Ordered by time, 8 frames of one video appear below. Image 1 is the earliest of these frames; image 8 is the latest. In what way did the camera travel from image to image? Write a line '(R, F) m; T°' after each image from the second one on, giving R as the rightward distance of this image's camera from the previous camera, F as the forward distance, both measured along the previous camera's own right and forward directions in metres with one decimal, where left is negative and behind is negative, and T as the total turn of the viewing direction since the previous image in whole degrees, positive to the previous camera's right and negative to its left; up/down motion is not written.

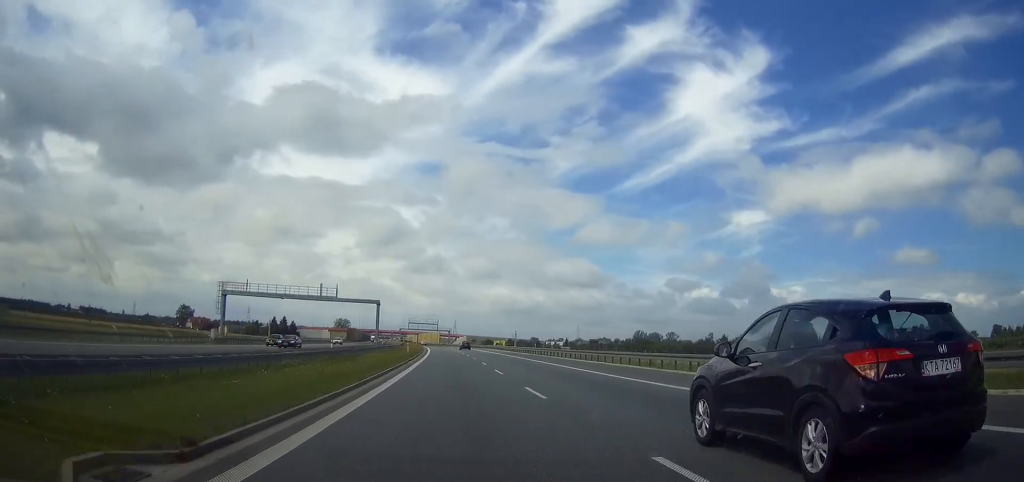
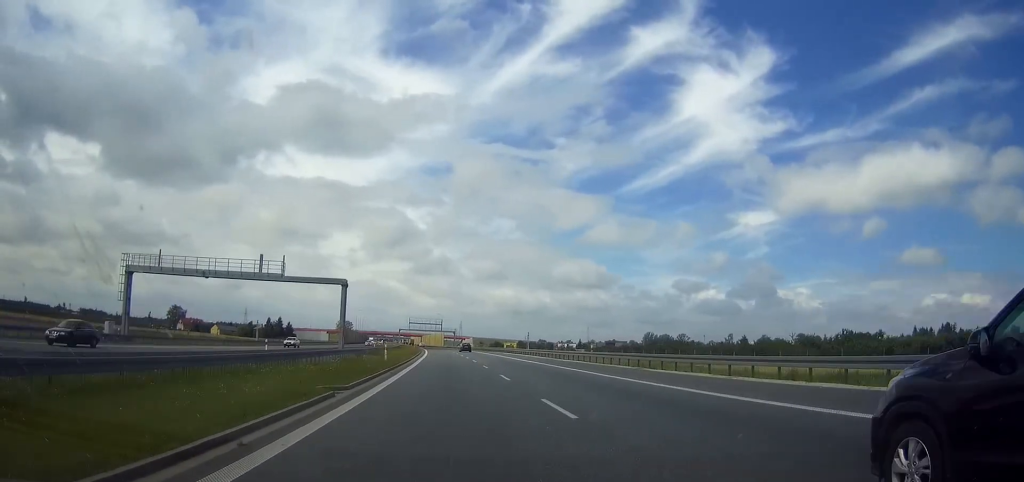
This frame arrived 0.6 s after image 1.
(-0.1, +28.2) m; -1°
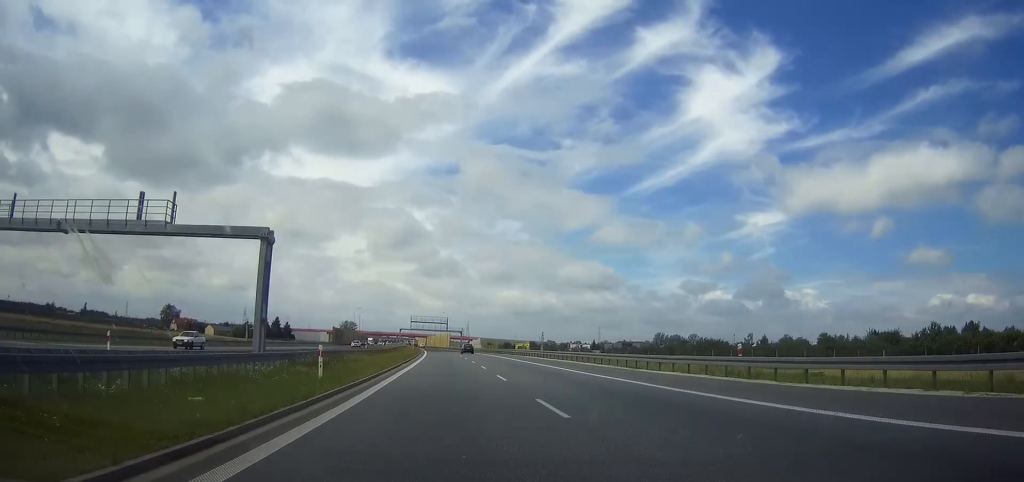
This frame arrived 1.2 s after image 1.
(-0.2, +23.6) m; -1°
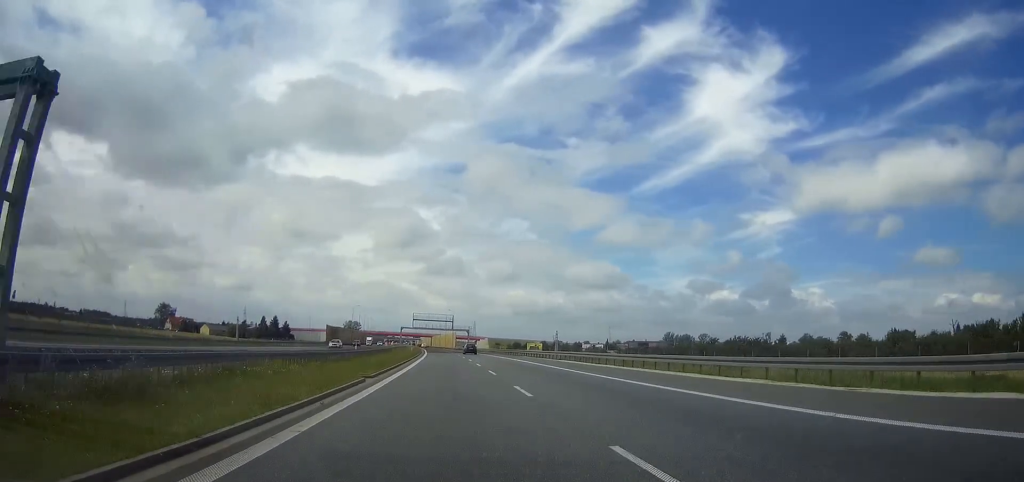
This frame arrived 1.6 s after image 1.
(-0.1, +19.1) m; -1°
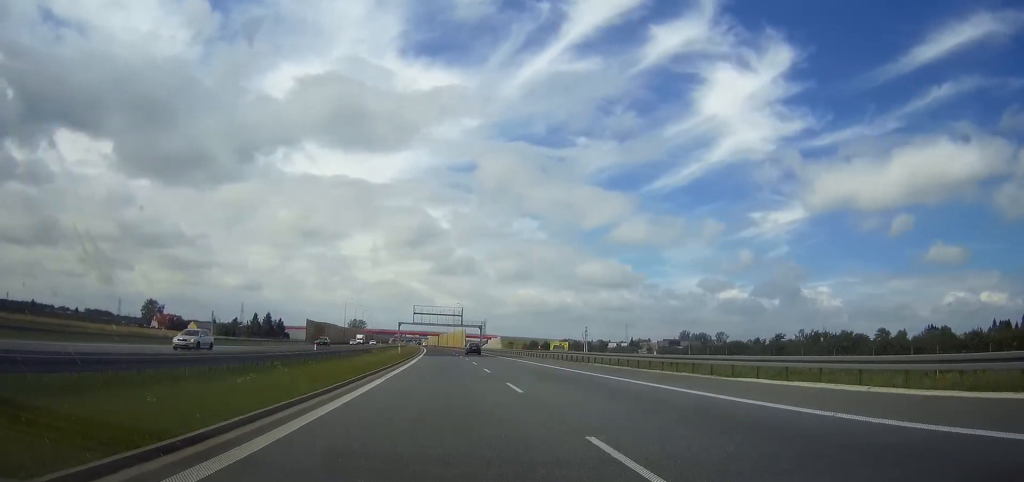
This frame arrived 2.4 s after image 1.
(0.0, +34.9) m; -2°
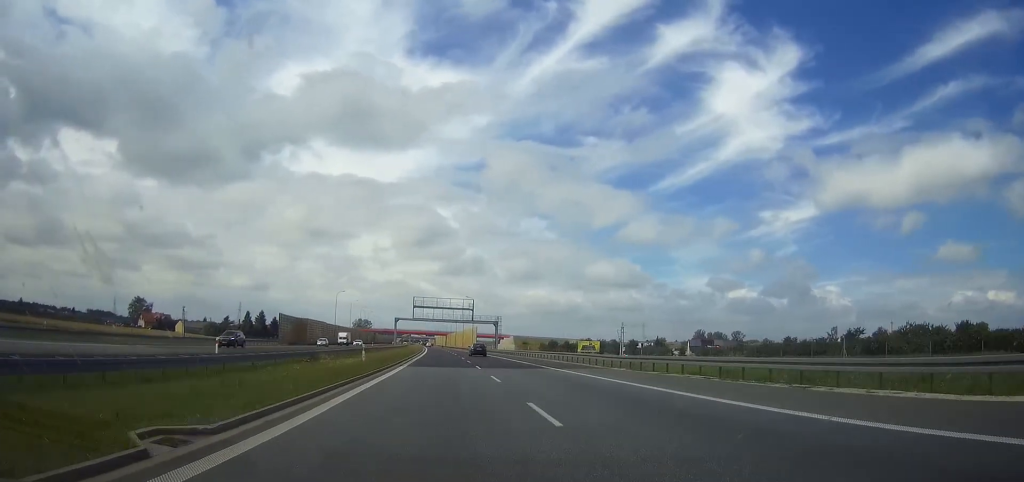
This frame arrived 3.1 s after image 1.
(-0.9, +29.9) m; -1°
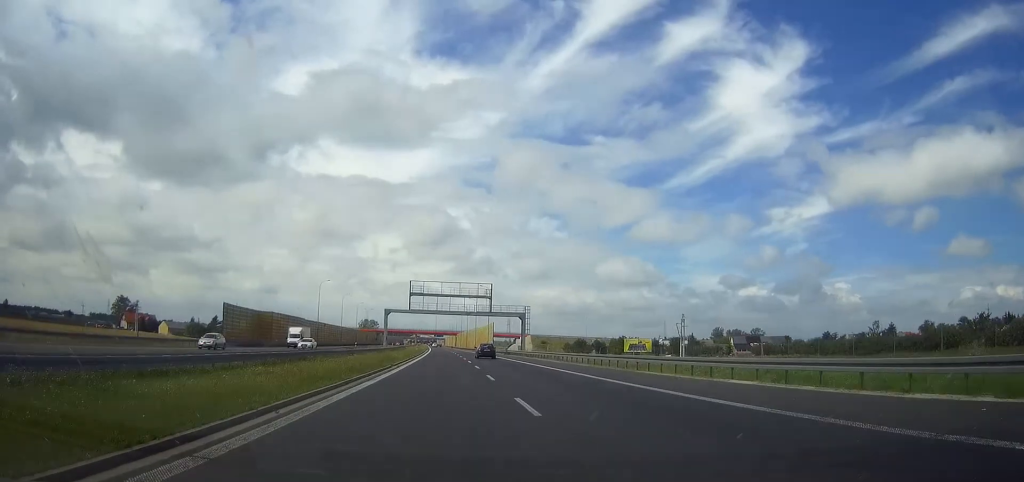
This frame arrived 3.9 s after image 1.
(-0.3, +33.8) m; -1°
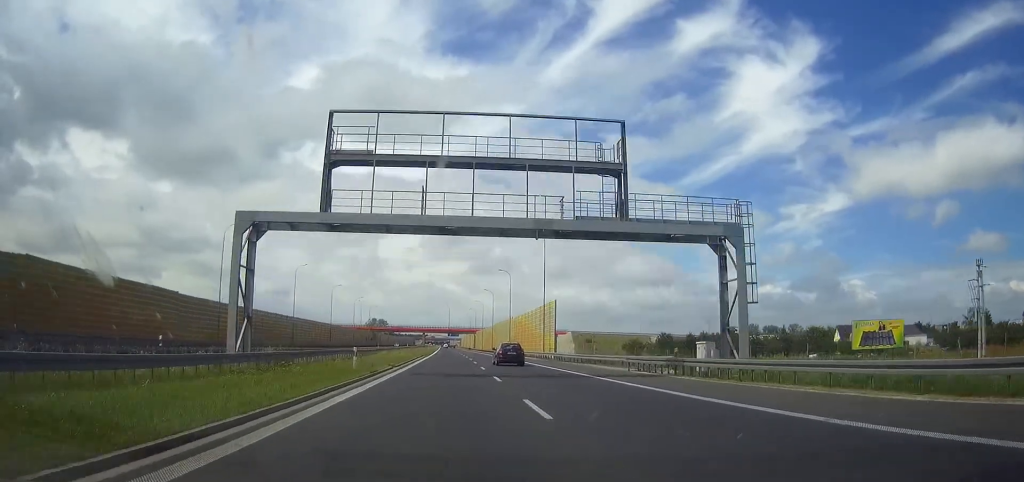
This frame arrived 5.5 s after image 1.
(0.0, +67.6) m; 0°
